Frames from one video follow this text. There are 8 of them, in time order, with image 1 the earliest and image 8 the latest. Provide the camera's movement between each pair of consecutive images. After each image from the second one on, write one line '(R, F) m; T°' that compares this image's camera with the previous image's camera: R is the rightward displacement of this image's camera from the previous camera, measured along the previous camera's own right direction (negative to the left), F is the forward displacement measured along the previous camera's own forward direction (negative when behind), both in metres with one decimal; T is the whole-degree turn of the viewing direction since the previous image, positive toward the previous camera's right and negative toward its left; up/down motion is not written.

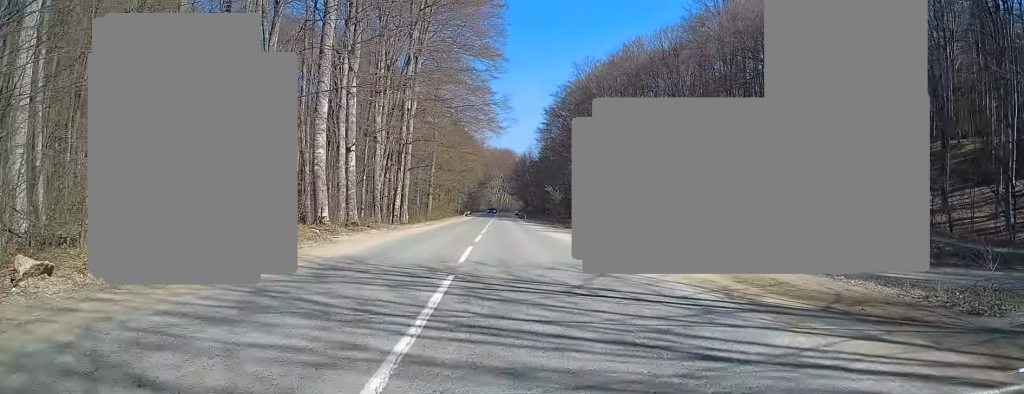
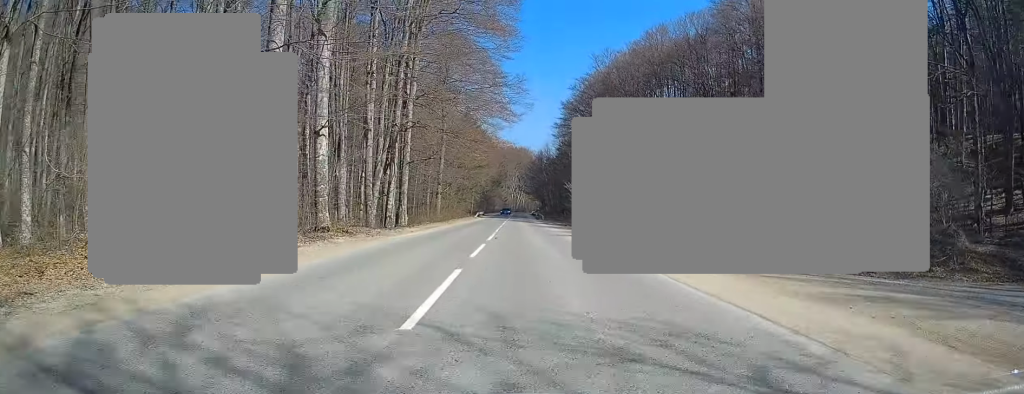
(0.0, +7.9) m; -1°
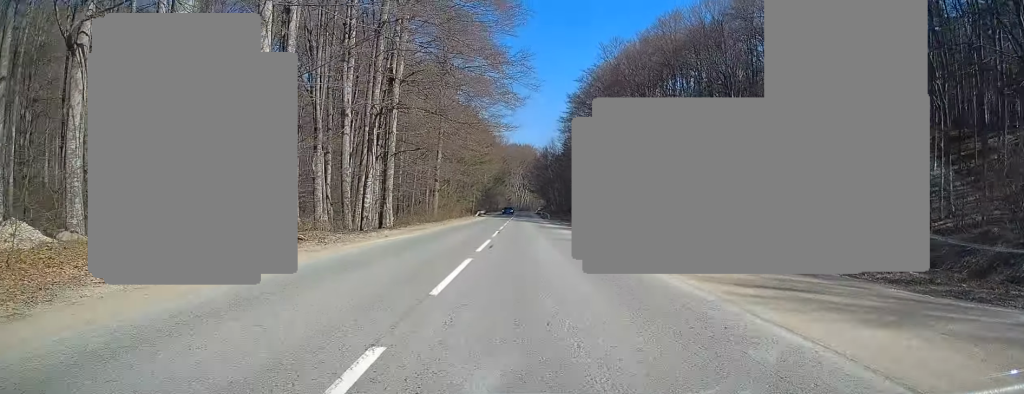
(-0.1, +7.1) m; 0°
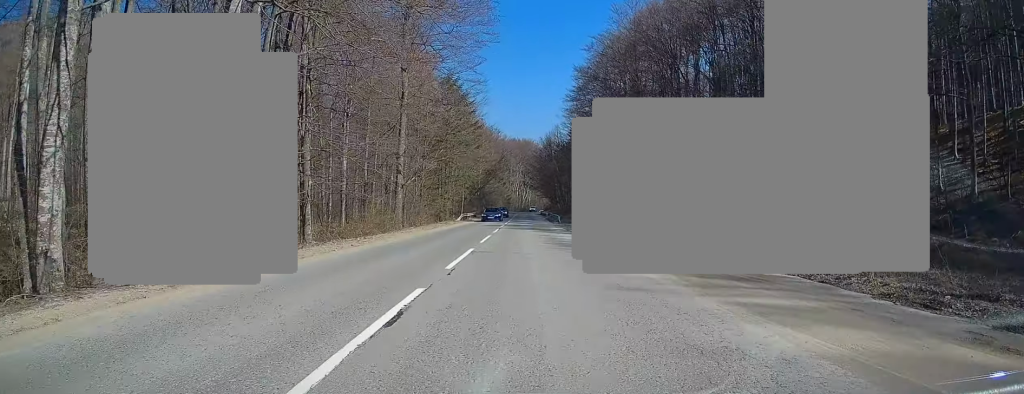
(-0.1, +24.1) m; 0°
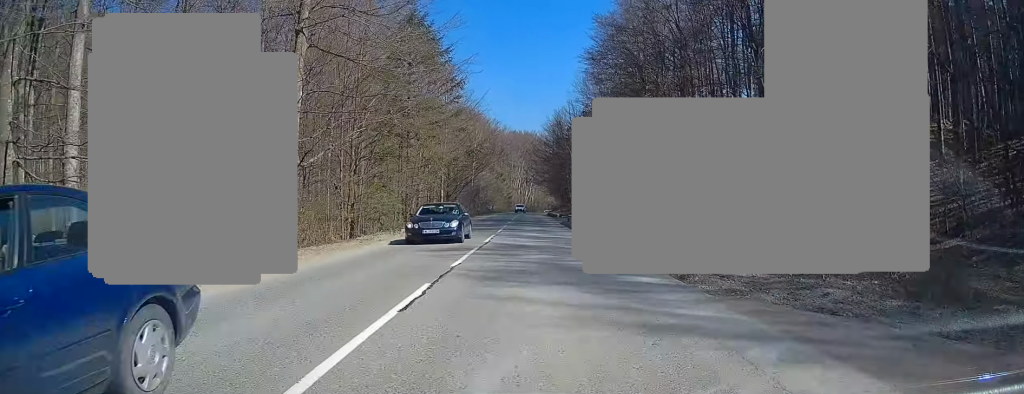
(-0.1, +27.9) m; 0°
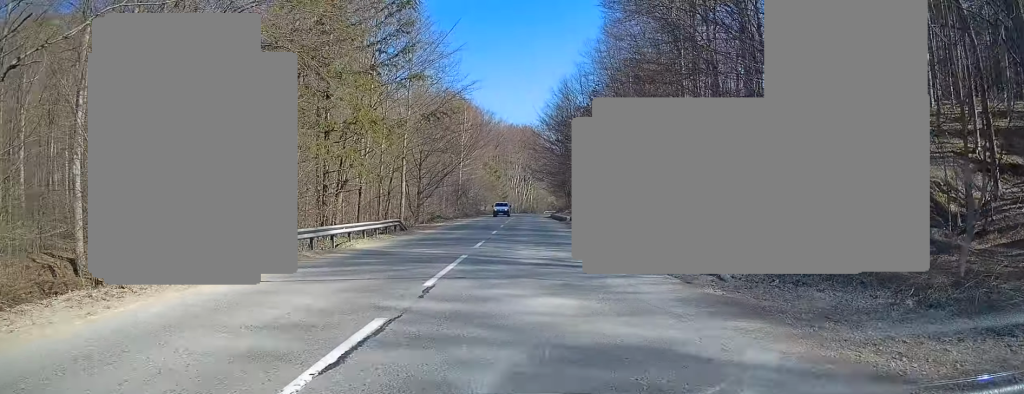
(0.0, +21.7) m; 0°
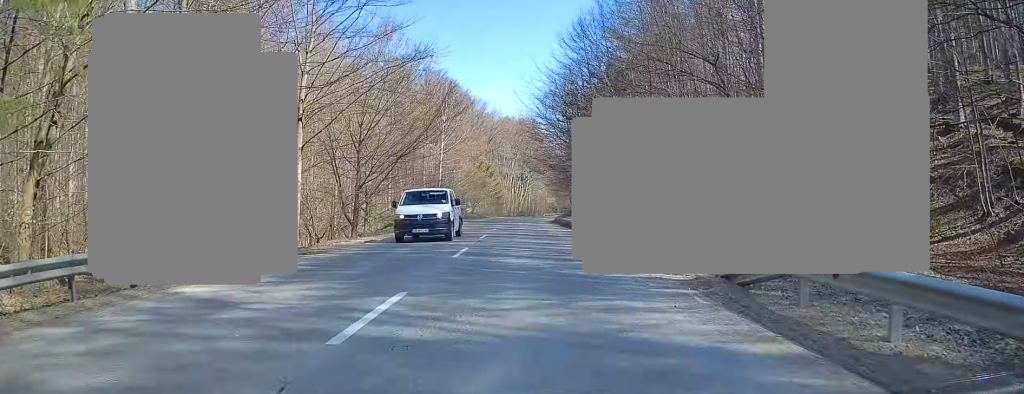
(0.0, +22.9) m; 0°
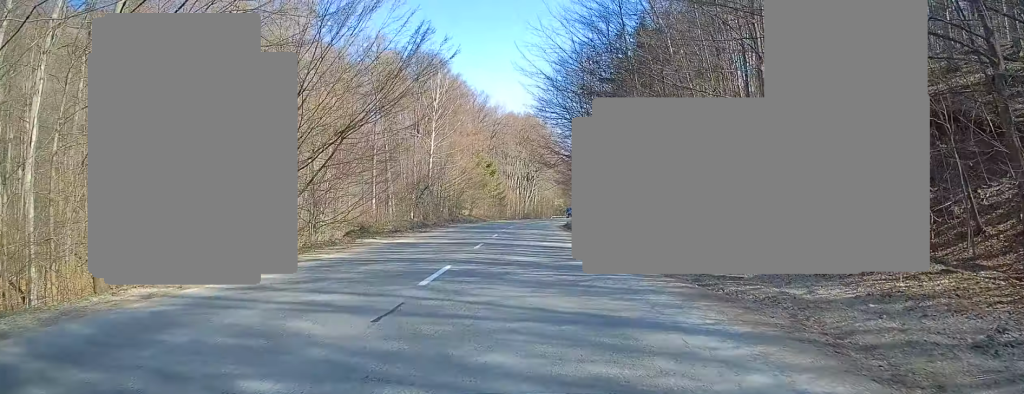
(+0.1, +14.1) m; 0°
